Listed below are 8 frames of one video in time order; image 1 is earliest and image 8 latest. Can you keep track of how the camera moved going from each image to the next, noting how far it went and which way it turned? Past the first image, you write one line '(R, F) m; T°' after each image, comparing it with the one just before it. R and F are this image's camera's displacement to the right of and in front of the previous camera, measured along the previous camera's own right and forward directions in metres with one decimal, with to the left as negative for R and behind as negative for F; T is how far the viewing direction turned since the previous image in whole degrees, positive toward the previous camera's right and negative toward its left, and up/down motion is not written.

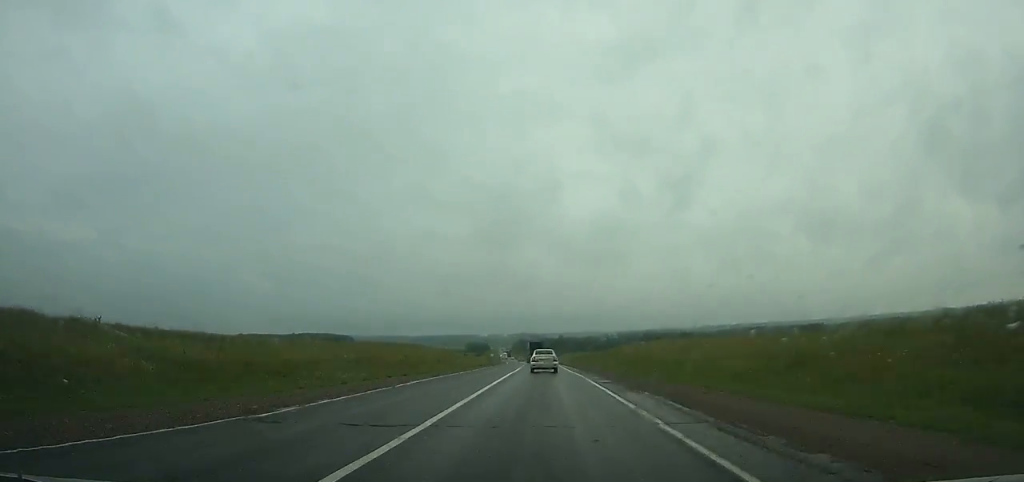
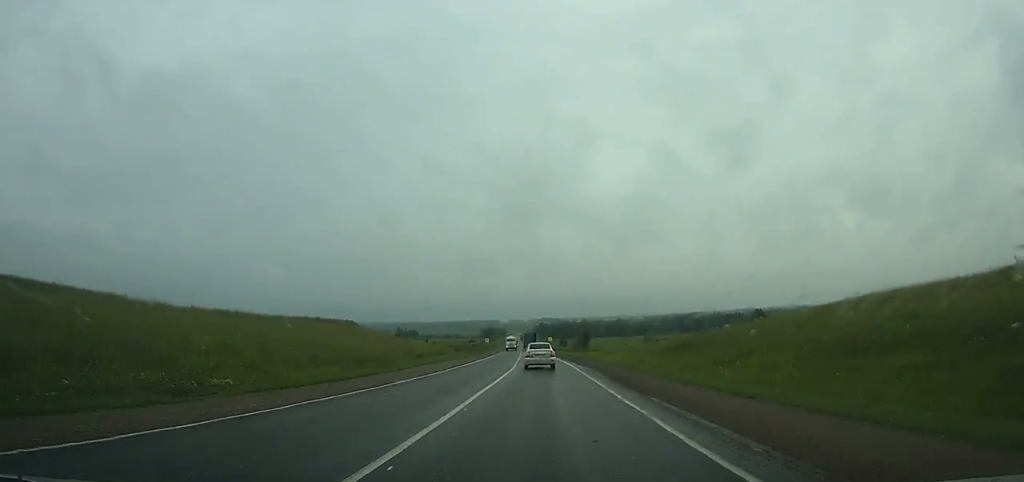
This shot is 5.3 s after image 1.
(-1.6, +85.9) m; -2°
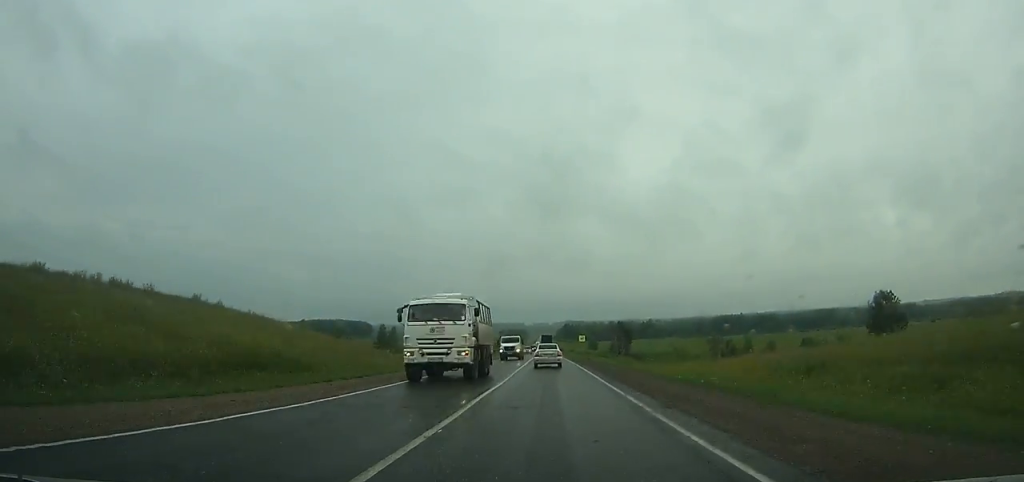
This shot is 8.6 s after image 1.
(-0.7, +53.8) m; -1°
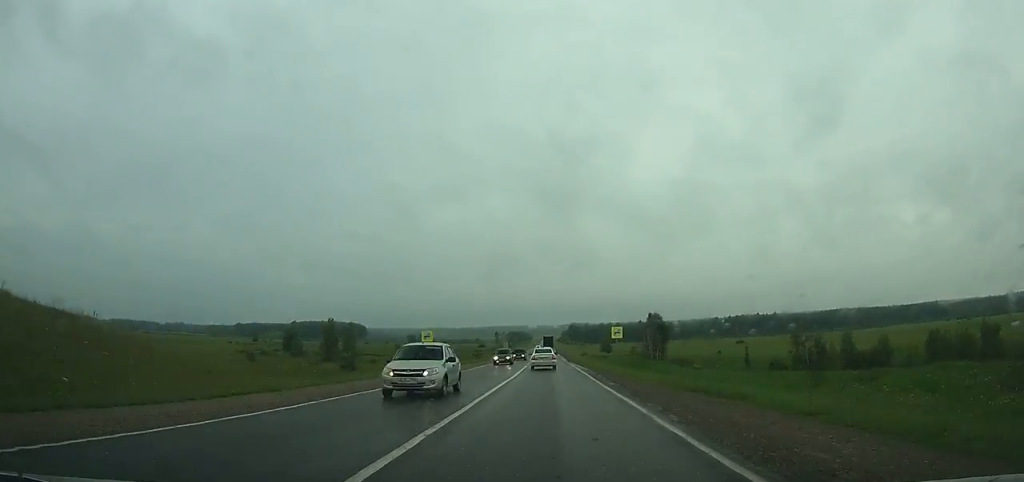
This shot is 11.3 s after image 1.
(-0.3, +45.2) m; -1°
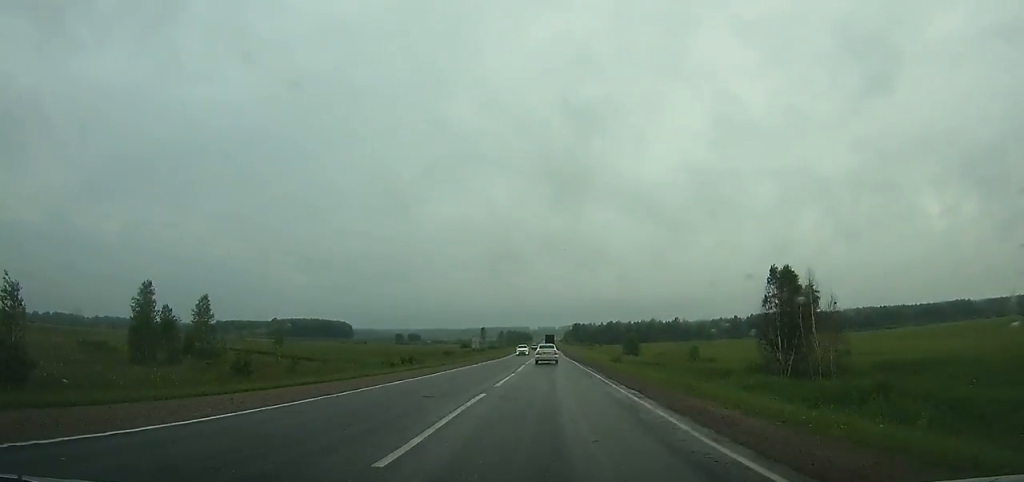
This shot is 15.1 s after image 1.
(-0.2, +66.5) m; 0°
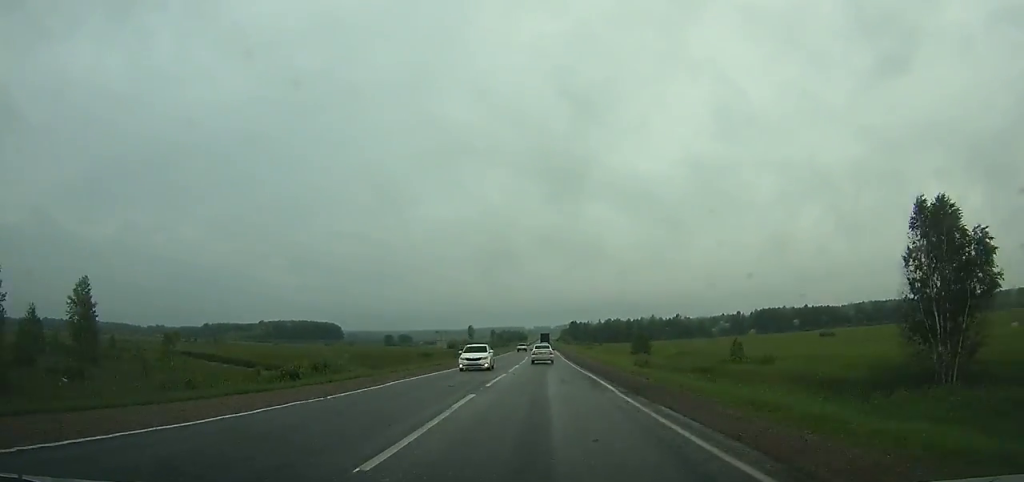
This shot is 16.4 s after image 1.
(0.0, +23.5) m; 0°
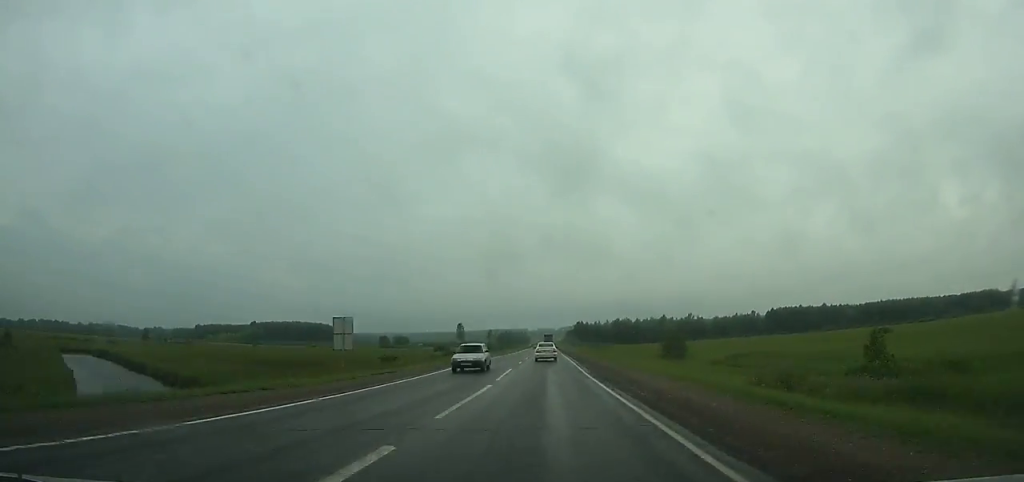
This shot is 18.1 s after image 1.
(0.0, +31.8) m; 0°
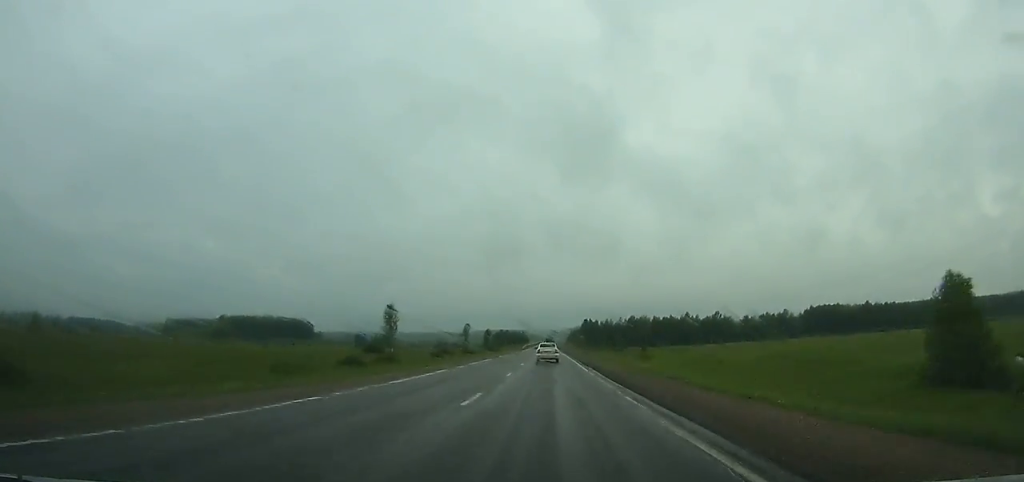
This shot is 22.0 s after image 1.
(-0.3, +75.3) m; 0°
